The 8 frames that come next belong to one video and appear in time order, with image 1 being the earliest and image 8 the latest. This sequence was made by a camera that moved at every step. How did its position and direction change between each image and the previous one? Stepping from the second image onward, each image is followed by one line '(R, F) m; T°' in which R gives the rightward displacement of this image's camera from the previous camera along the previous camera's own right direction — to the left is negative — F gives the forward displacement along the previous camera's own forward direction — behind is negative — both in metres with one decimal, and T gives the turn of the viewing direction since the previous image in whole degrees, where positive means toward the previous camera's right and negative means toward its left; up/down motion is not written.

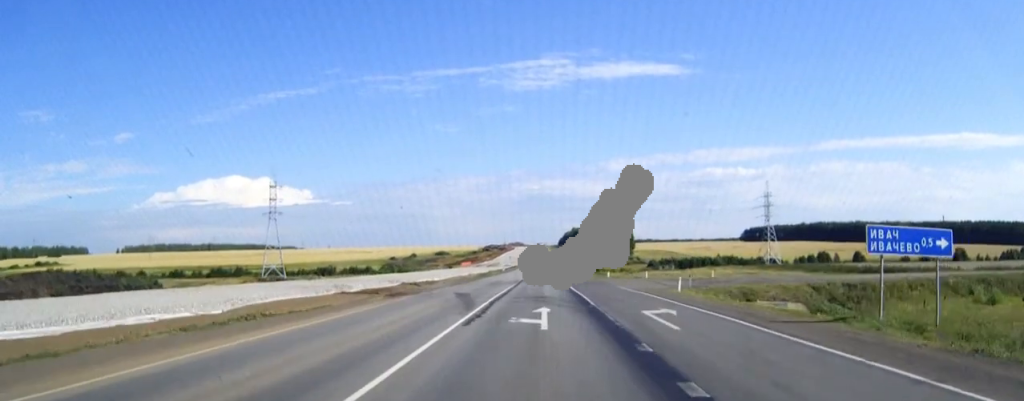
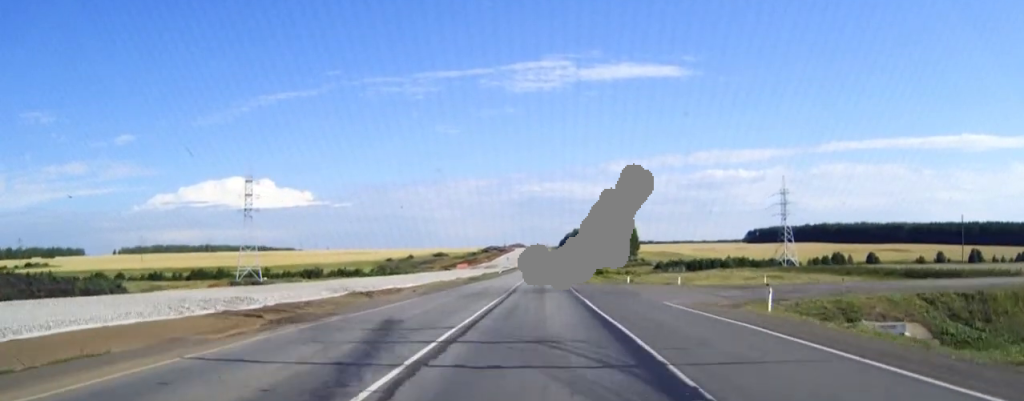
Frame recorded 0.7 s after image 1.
(0.0, +16.0) m; 0°
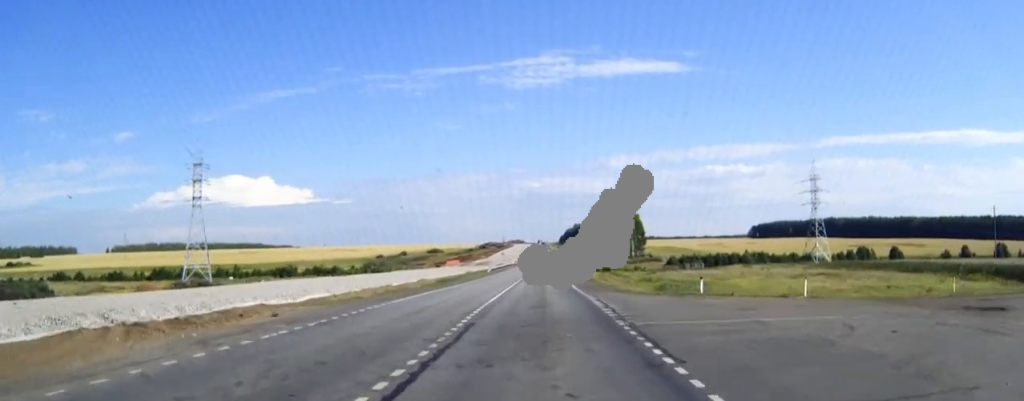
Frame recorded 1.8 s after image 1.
(0.0, +25.9) m; 0°
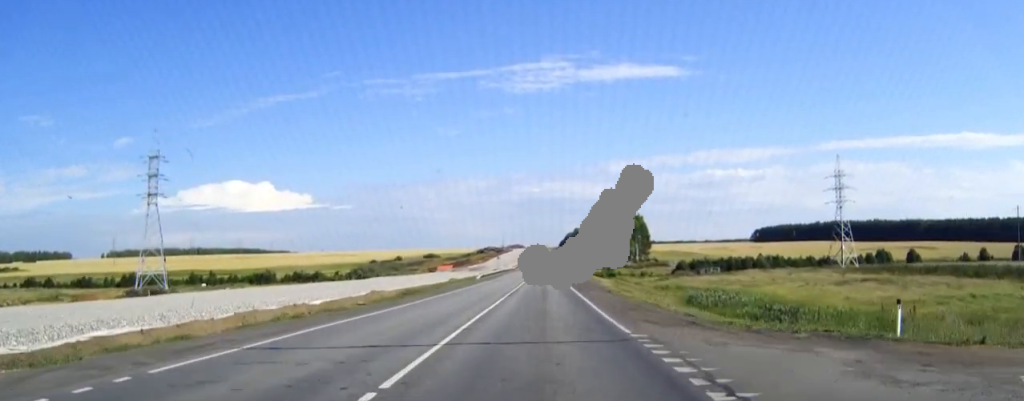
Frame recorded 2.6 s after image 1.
(0.0, +17.5) m; 0°
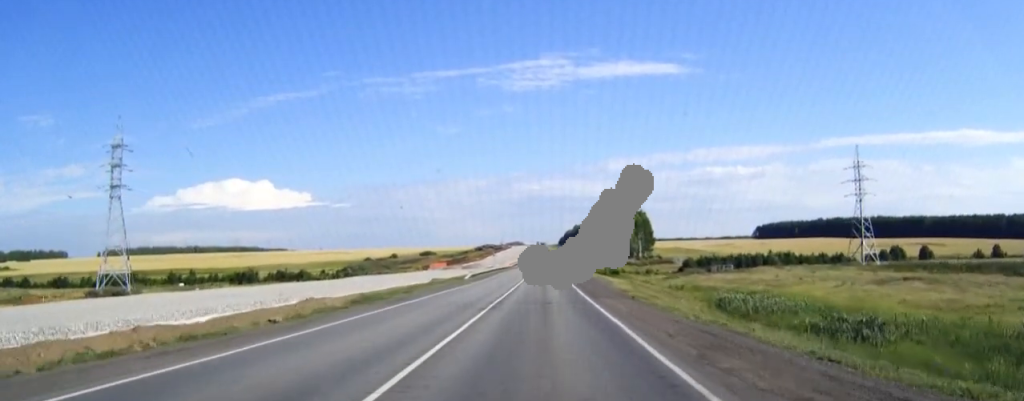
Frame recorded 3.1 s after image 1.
(0.0, +12.2) m; 0°
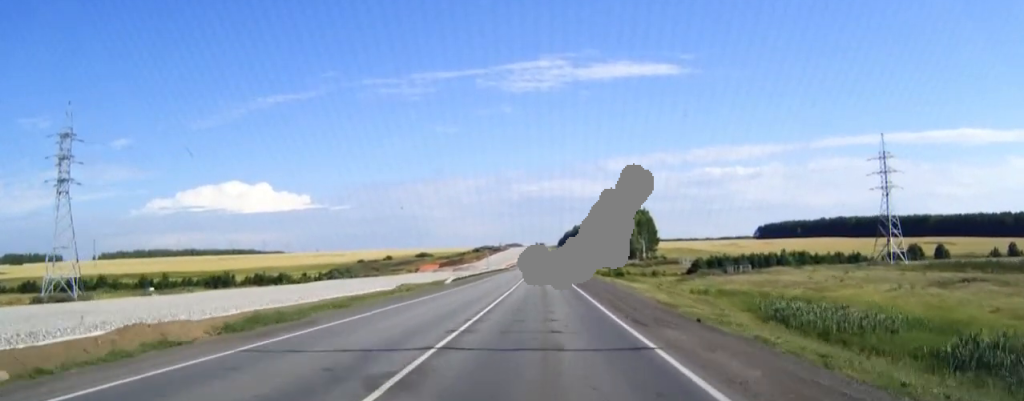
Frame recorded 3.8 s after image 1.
(0.0, +14.6) m; 0°
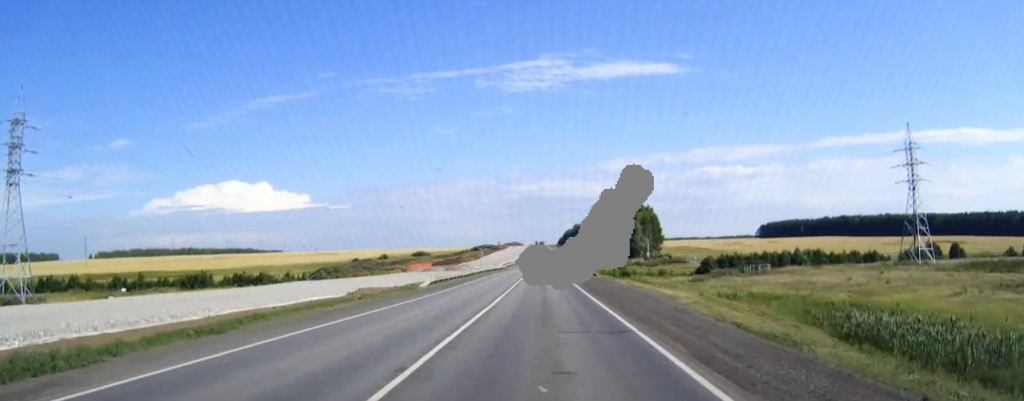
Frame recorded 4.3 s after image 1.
(0.0, +12.3) m; 0°
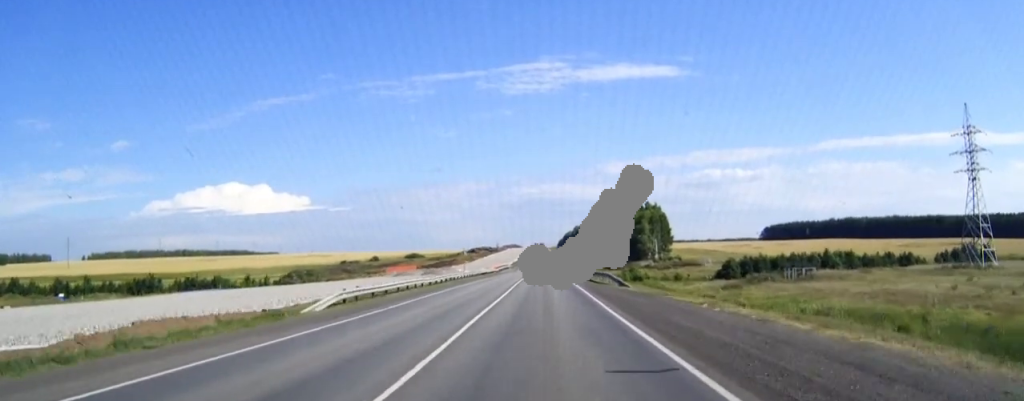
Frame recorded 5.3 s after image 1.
(0.0, +23.2) m; 0°
